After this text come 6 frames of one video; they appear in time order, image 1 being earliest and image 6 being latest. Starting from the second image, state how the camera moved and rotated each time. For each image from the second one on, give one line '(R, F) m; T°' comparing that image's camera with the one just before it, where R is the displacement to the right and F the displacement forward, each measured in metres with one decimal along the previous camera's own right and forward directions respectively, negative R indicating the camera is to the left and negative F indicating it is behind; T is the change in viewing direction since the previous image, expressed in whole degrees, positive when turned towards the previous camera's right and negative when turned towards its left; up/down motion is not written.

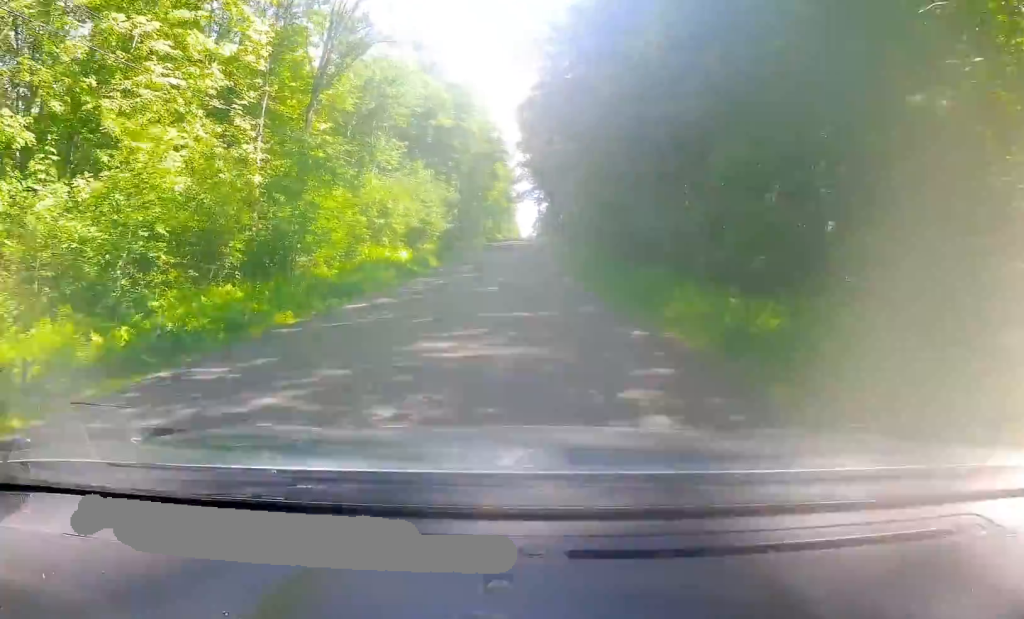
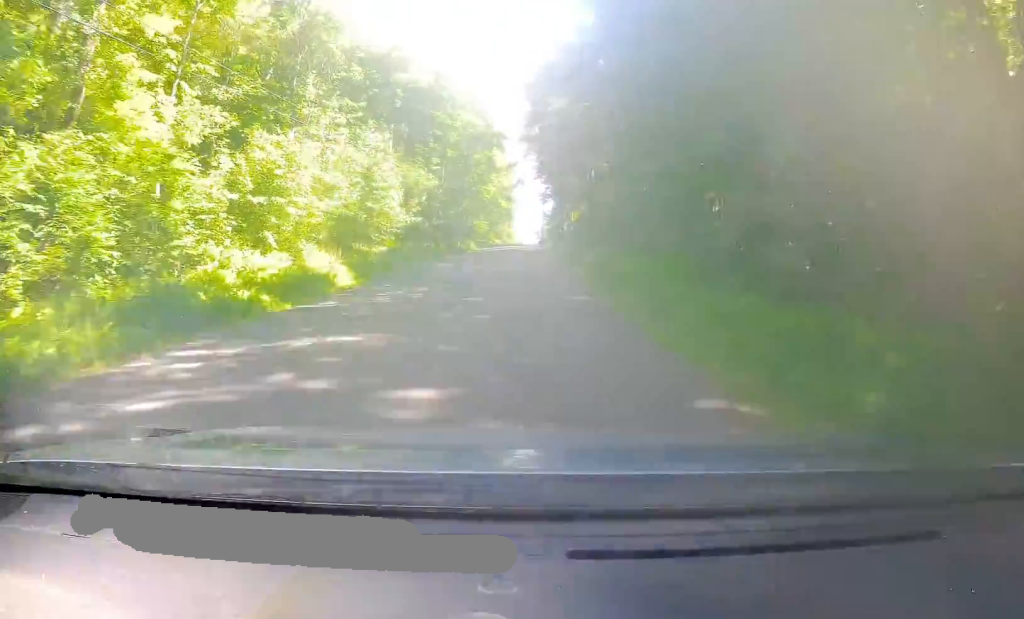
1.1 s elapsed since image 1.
(-0.1, +21.3) m; 0°
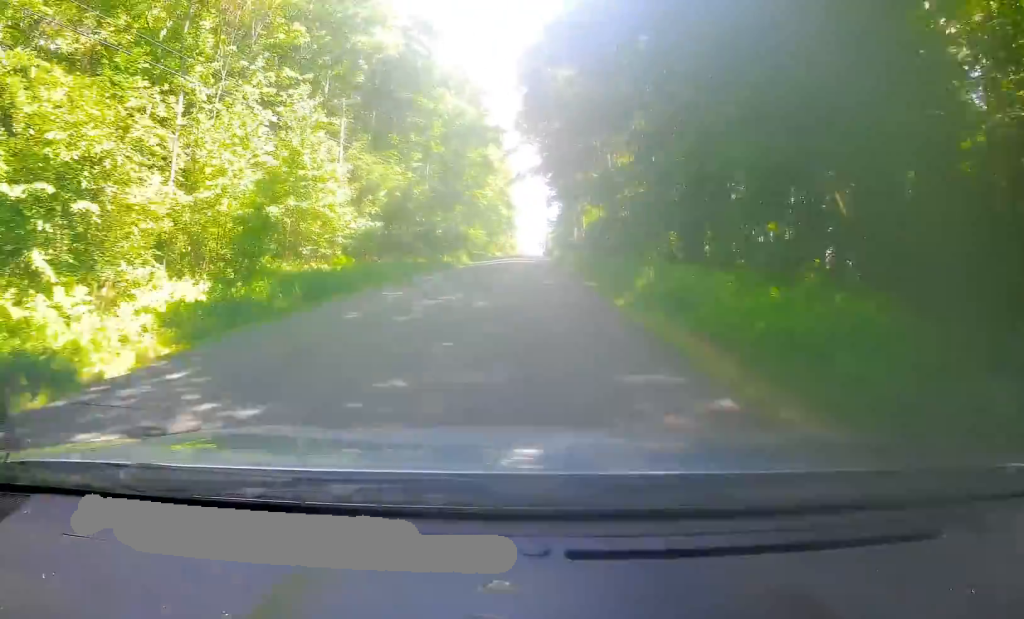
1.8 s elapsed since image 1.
(0.0, +13.1) m; 0°
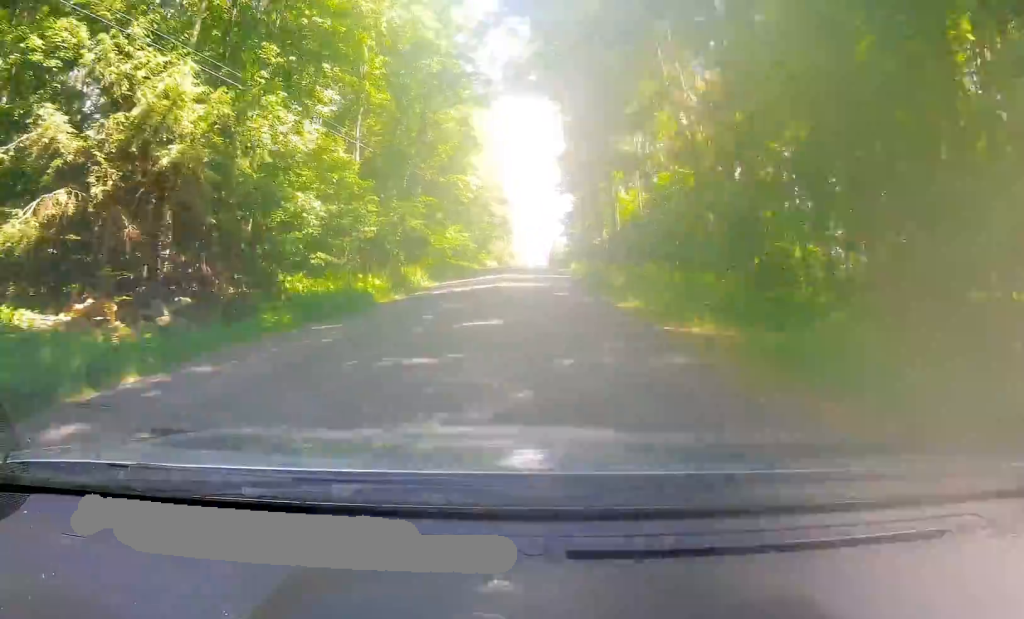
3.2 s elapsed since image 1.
(0.0, +26.1) m; 0°
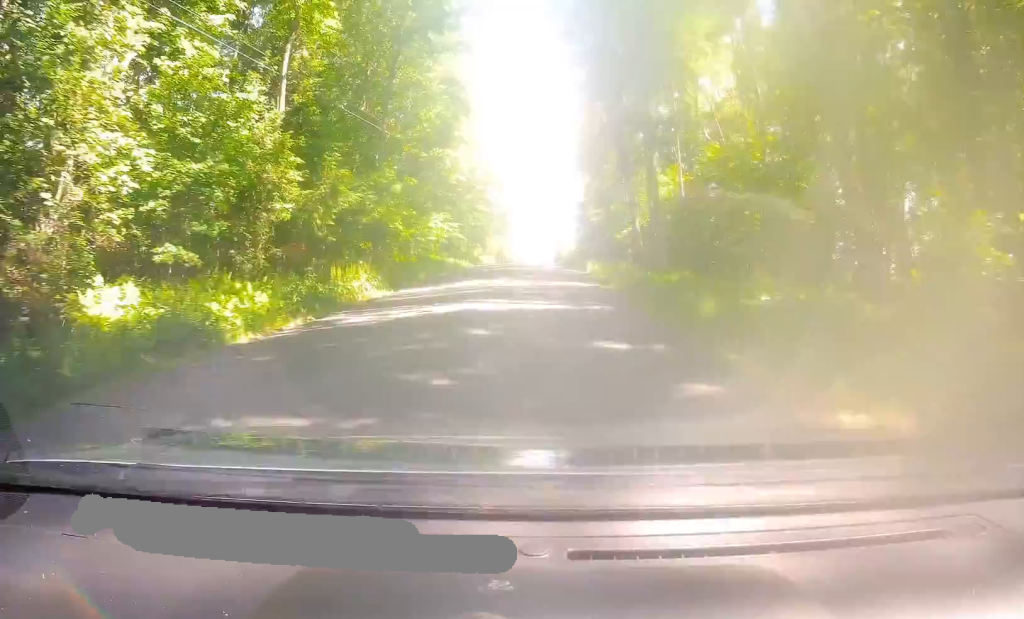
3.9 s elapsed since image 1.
(0.0, +11.8) m; 0°
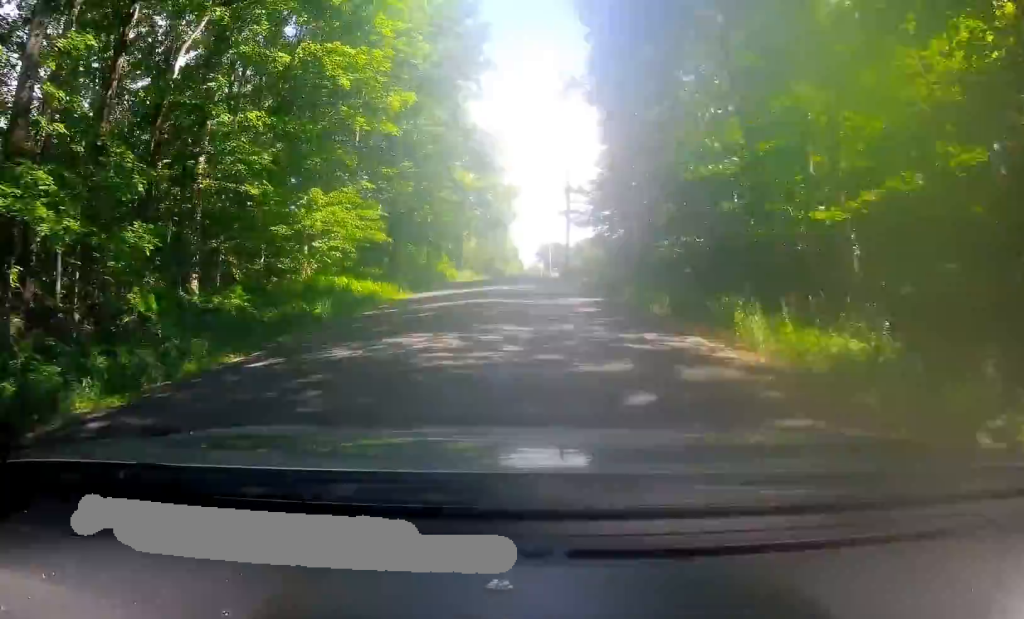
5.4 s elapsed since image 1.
(+0.4, +28.3) m; +1°
